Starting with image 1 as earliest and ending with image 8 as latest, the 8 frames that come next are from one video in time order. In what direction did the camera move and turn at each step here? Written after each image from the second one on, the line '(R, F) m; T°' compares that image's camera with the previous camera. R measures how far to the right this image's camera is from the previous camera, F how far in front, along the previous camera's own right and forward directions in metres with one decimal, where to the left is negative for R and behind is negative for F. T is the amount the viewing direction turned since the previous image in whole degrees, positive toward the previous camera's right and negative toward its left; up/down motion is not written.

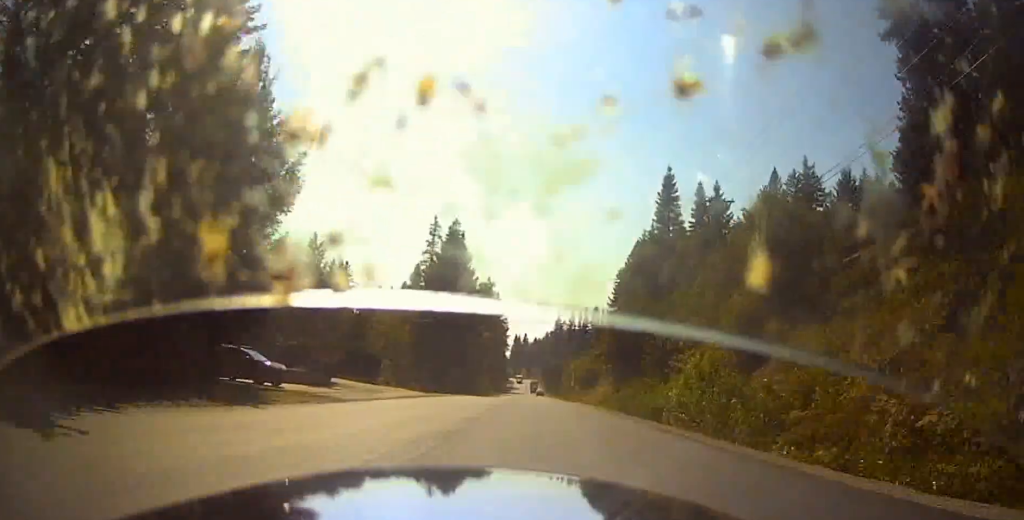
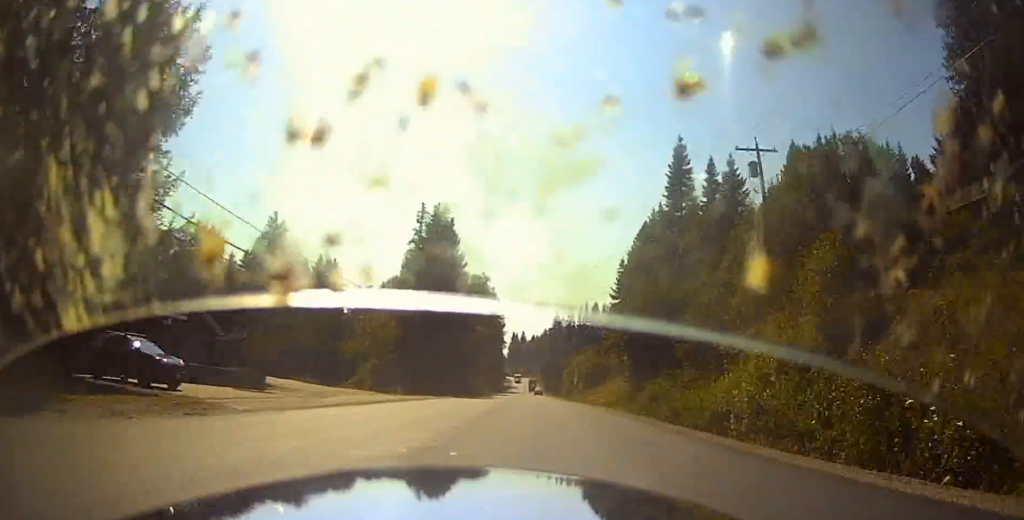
(-0.3, +10.0) m; 0°
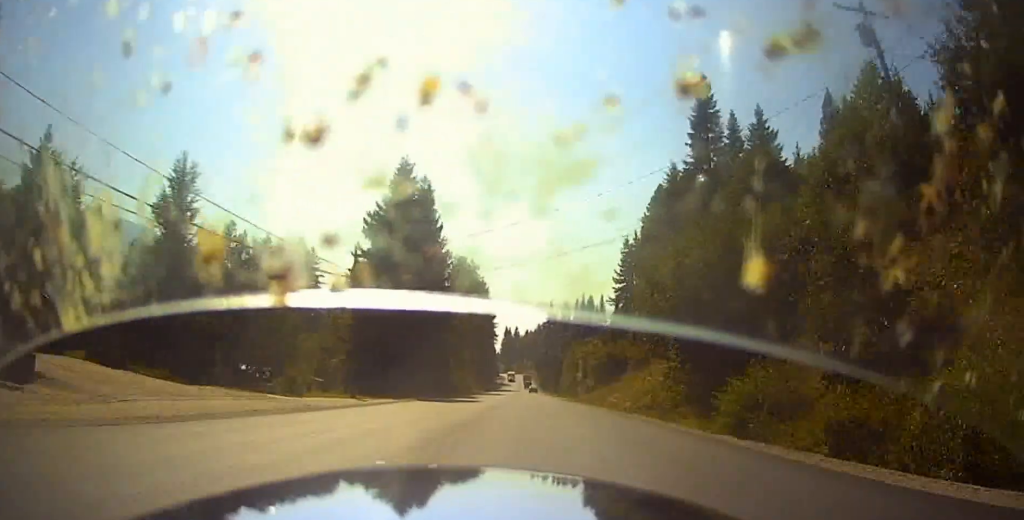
(-0.7, +15.8) m; -1°
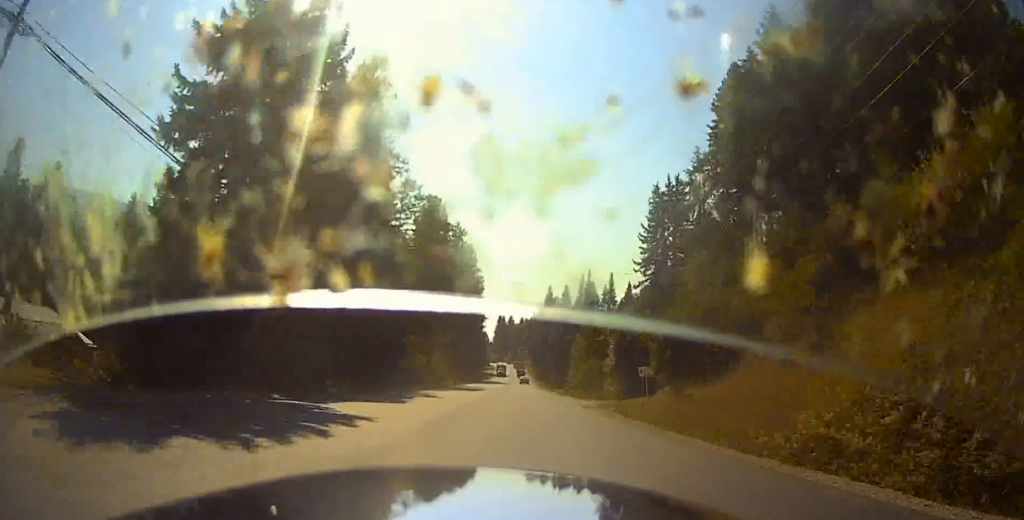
(+1.5, +31.4) m; +3°
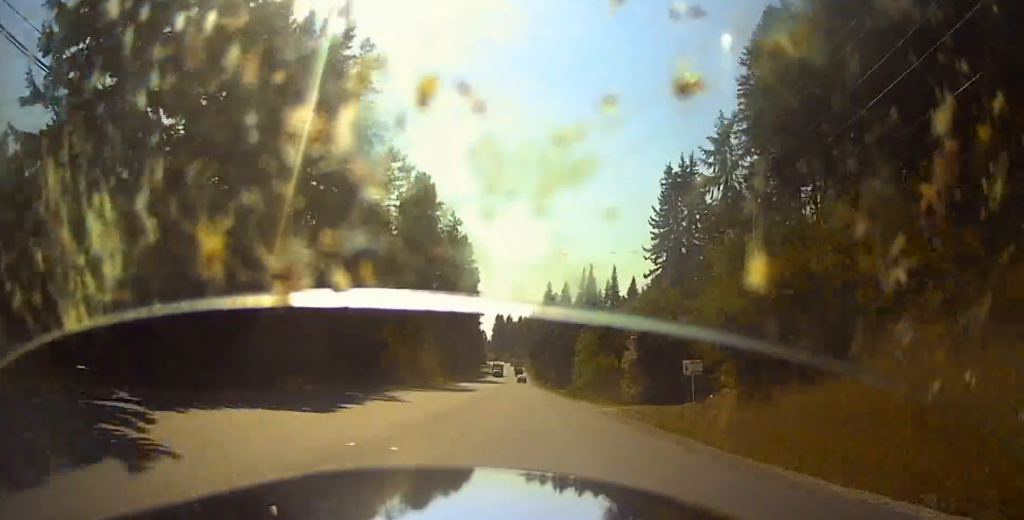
(+0.1, +8.8) m; 0°
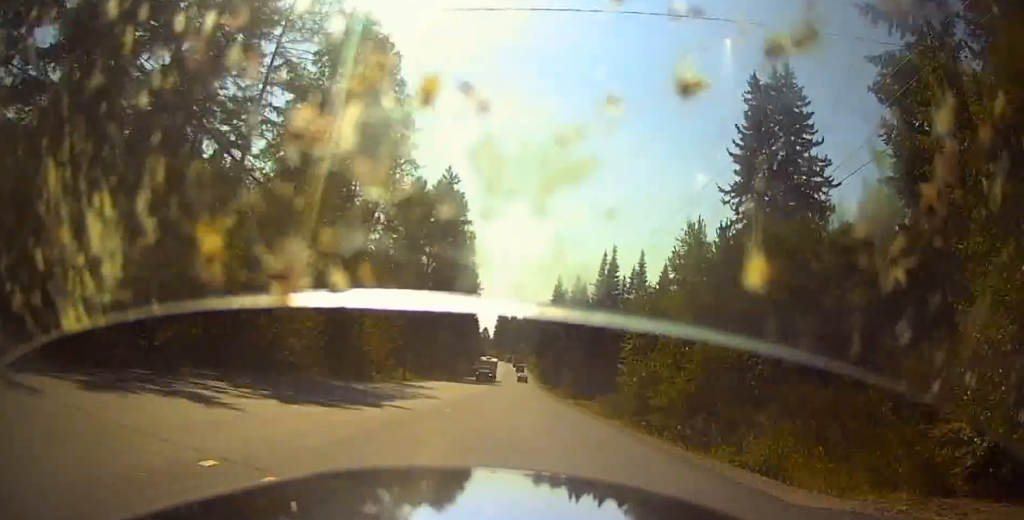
(+0.2, +29.4) m; +1°
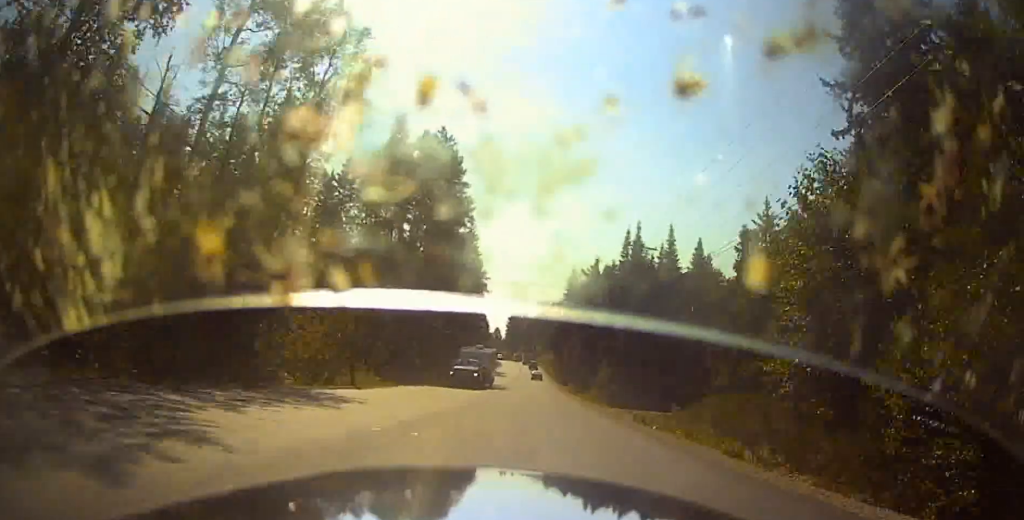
(+0.2, +20.4) m; -1°
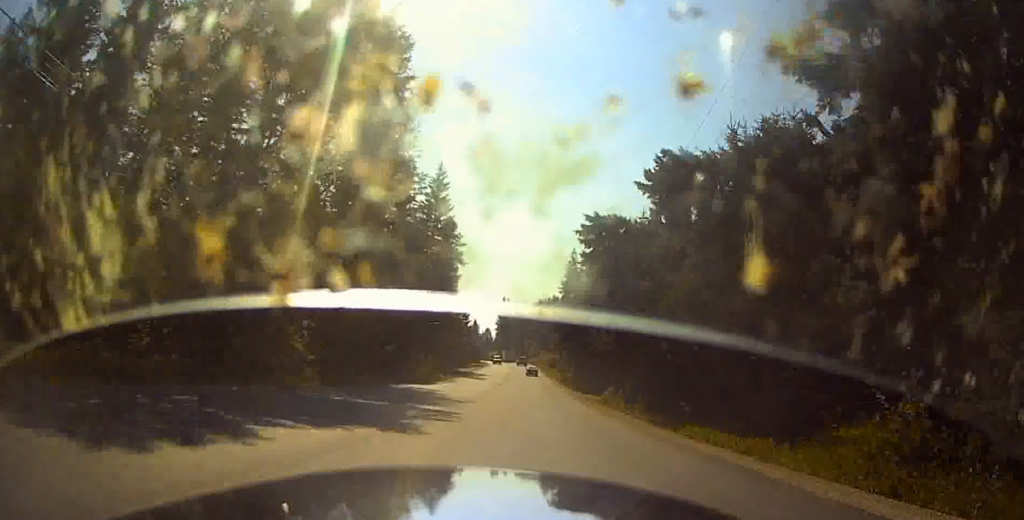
(-0.8, +40.3) m; -1°
